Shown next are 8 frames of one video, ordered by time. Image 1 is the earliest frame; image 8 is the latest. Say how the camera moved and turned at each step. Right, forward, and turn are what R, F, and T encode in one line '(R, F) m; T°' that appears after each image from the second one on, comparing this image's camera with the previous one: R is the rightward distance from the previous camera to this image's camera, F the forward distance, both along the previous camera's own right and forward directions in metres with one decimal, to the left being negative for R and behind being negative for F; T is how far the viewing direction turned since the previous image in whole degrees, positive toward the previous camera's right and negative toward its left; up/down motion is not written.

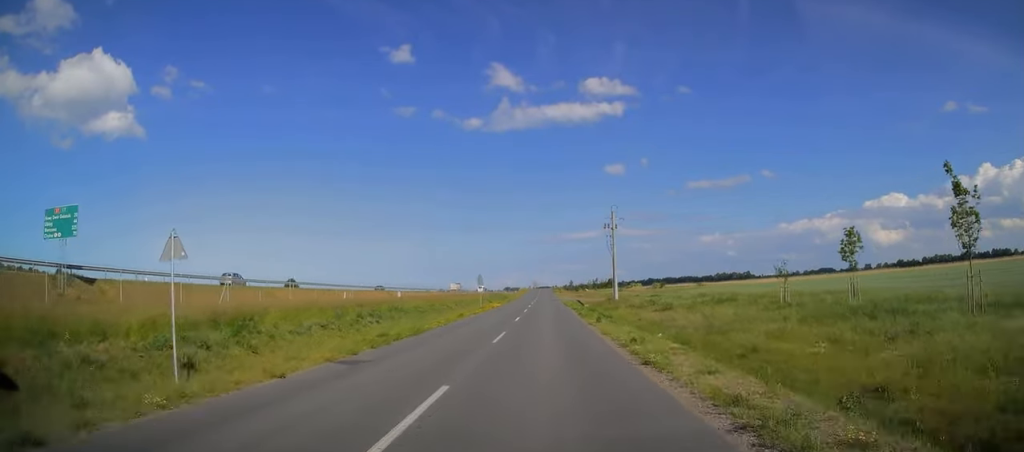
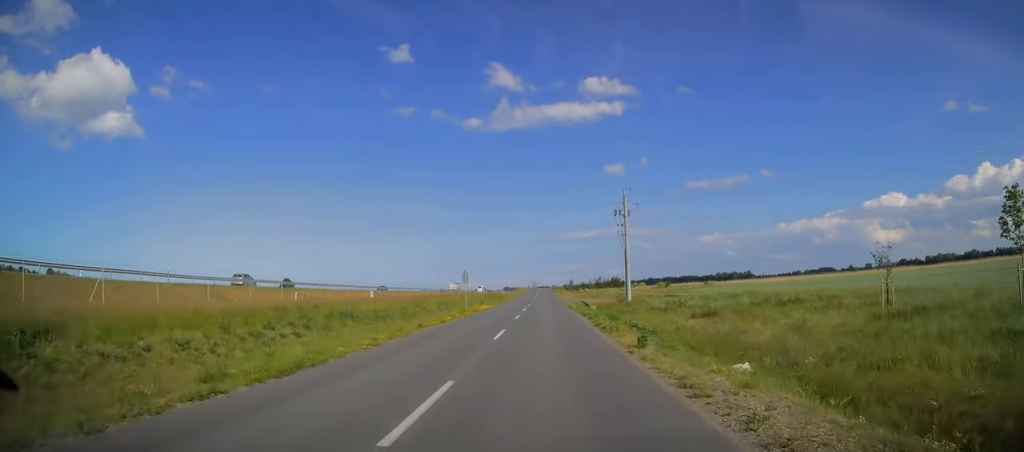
(0.0, +11.2) m; +1°
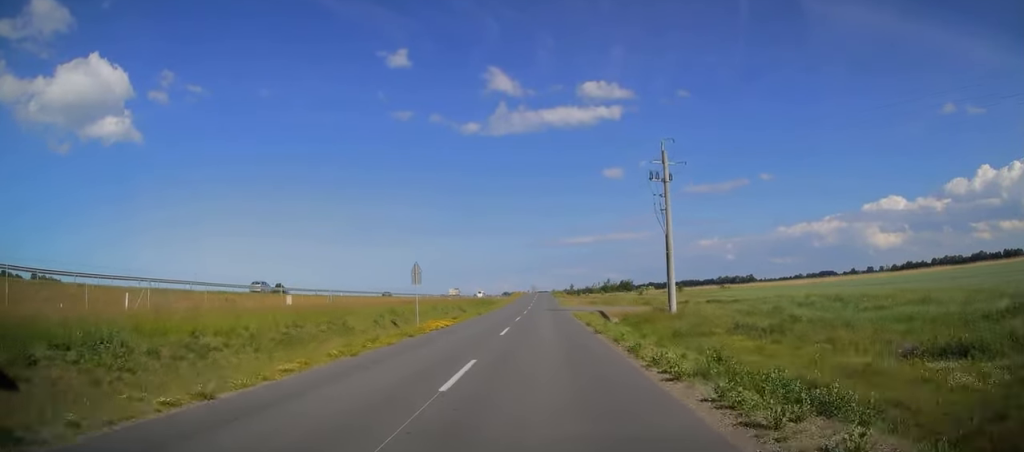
(+0.2, +20.2) m; 0°
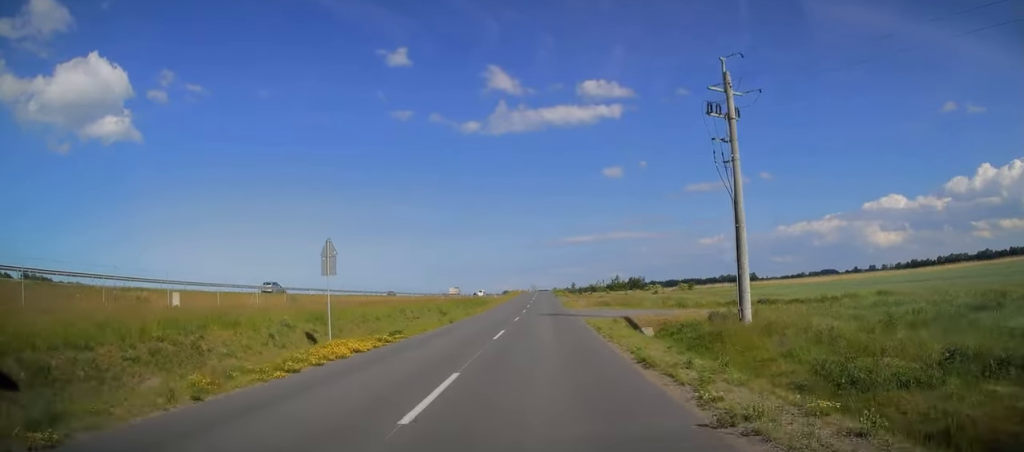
(-0.1, +13.9) m; 0°
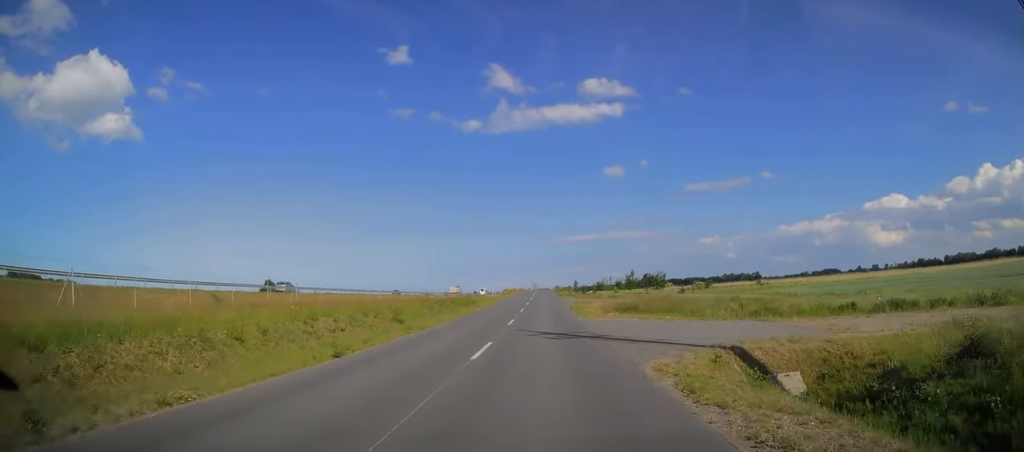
(-0.2, +17.4) m; -1°
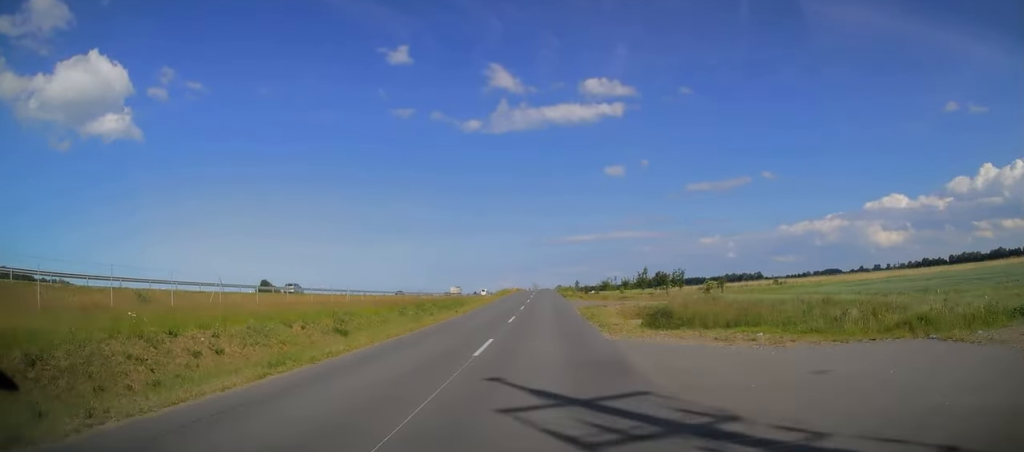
(0.0, +11.4) m; 0°
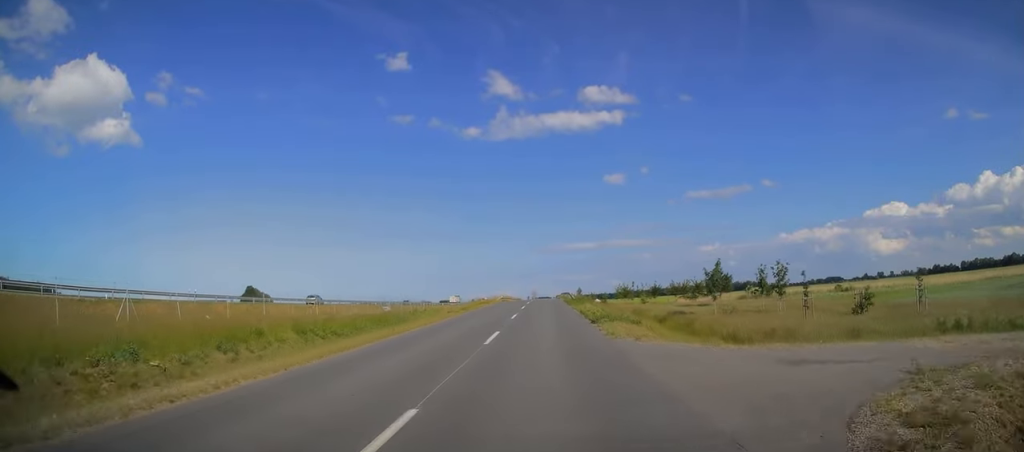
(0.0, +32.9) m; 0°
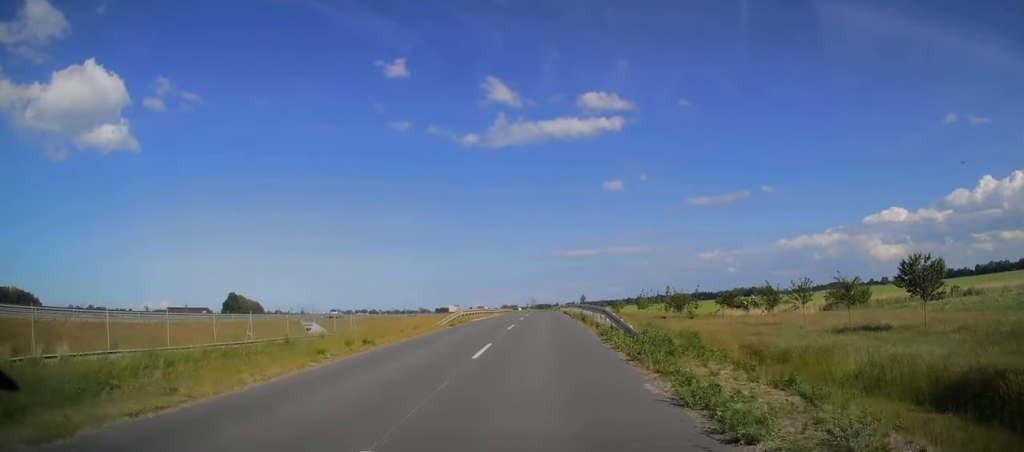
(+0.1, +36.5) m; 0°
